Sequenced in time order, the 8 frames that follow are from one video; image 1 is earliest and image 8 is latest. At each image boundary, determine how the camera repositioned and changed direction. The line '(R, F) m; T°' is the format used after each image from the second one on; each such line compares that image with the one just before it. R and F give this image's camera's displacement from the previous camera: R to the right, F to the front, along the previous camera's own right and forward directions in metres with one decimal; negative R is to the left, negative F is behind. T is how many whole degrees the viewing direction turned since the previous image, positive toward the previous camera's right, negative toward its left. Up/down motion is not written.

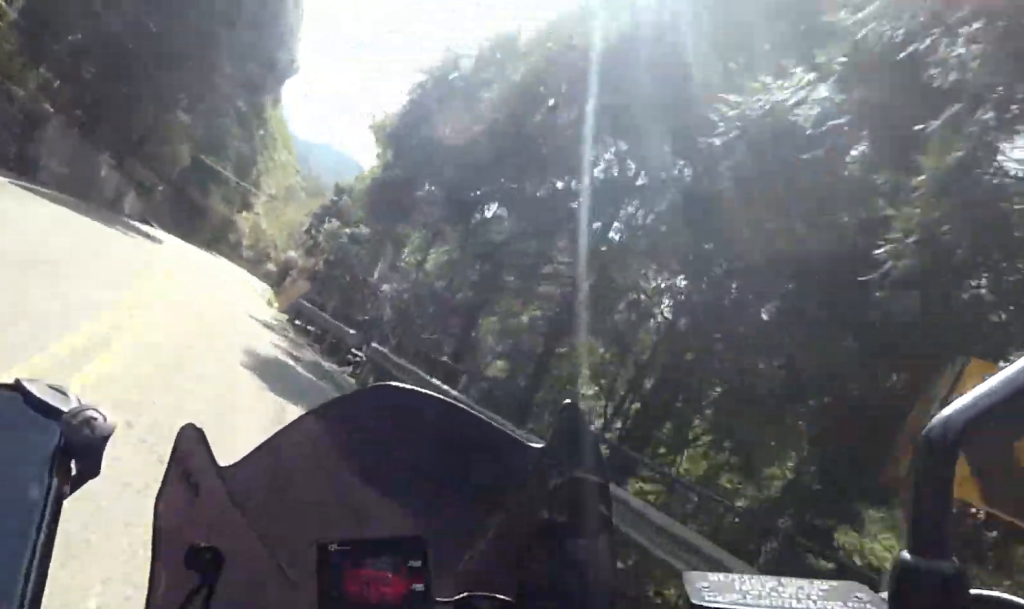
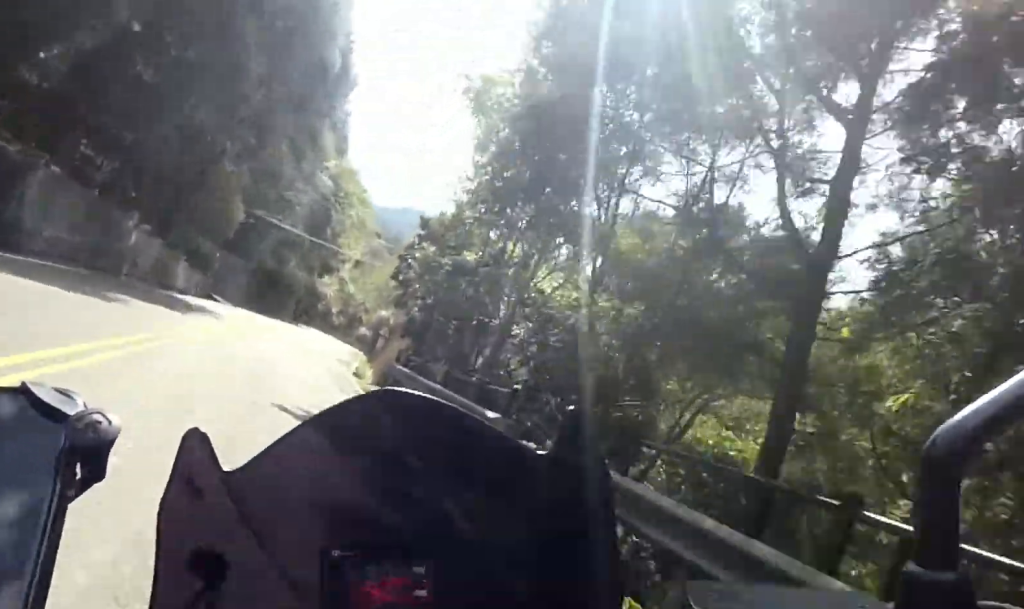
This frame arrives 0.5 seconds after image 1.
(-0.3, +6.1) m; -12°
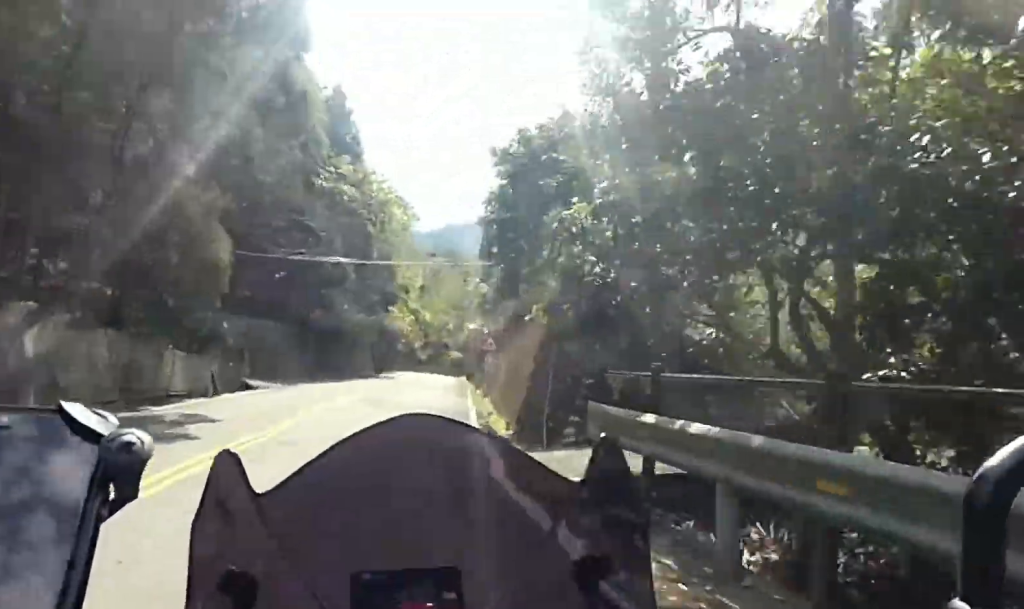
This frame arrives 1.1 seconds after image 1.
(-1.4, +8.5) m; -8°
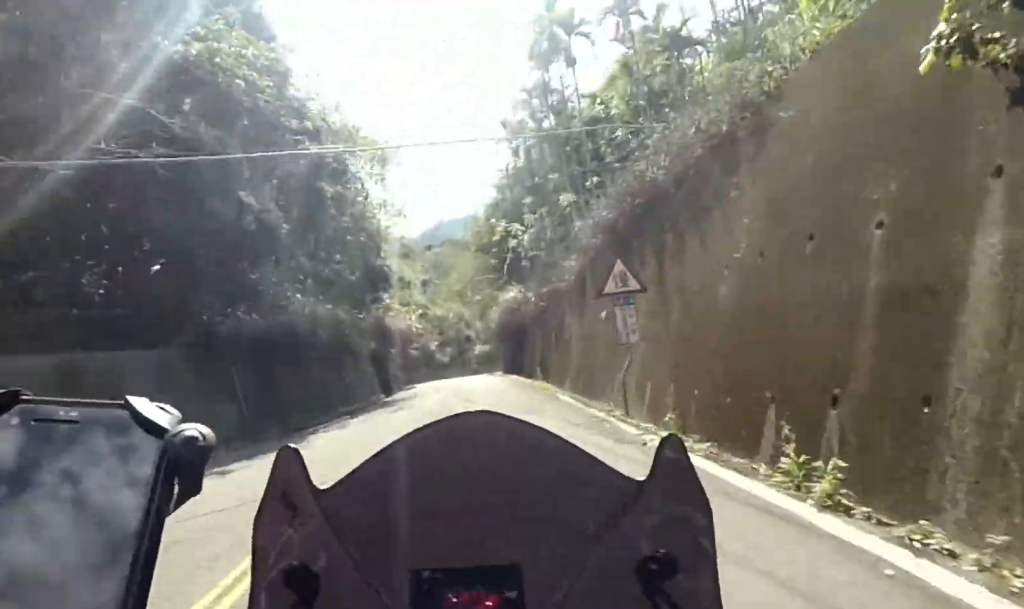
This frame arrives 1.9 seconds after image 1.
(-1.3, +13.4) m; -4°
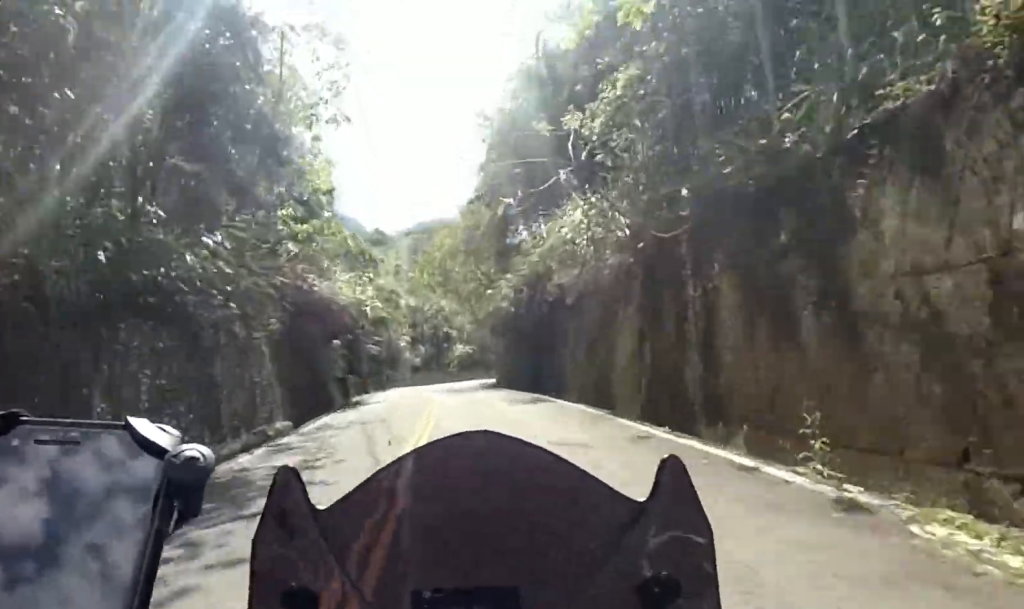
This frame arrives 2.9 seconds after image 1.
(+0.2, +15.3) m; +2°
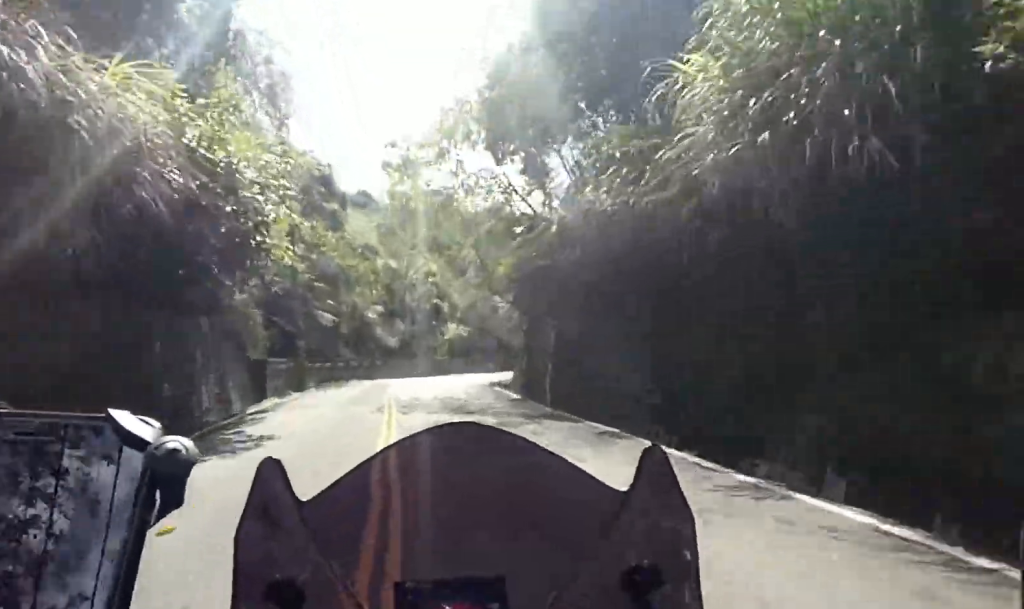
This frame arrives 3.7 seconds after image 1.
(+0.6, +15.6) m; +1°
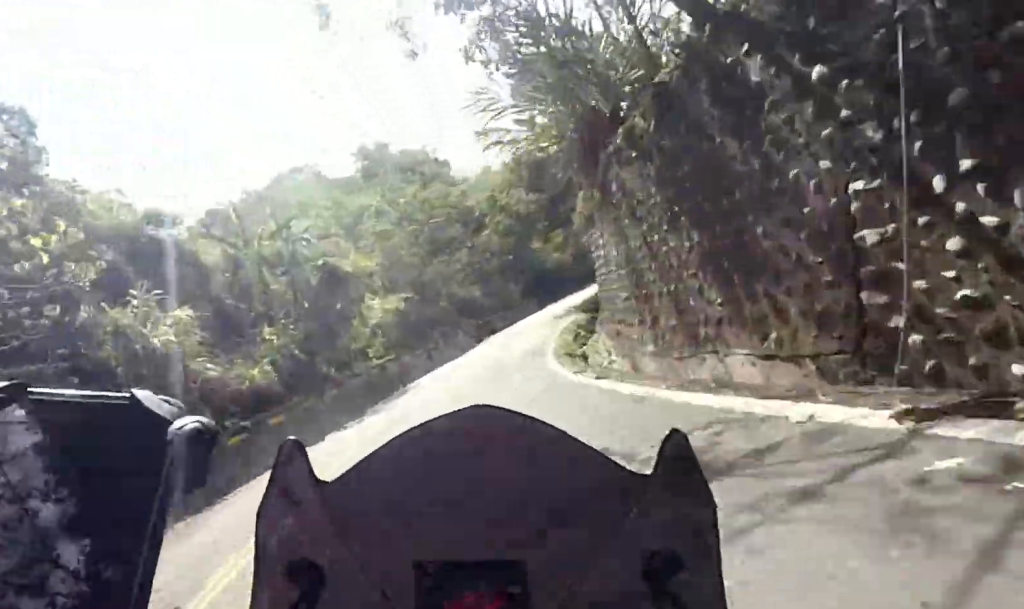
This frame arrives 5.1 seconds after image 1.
(+0.6, +24.9) m; +9°
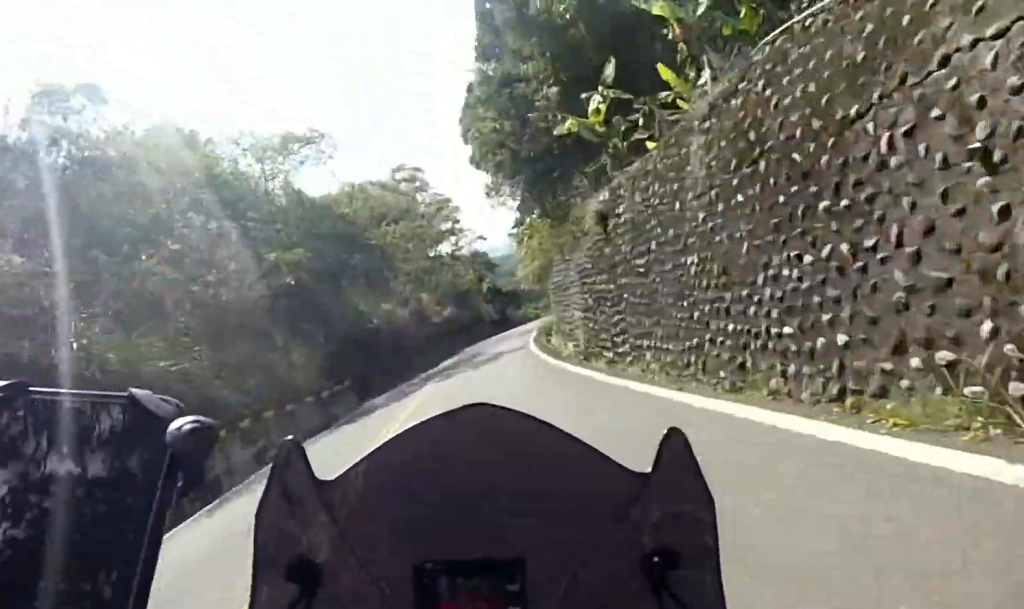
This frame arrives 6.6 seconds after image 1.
(+4.4, +30.7) m; +13°
